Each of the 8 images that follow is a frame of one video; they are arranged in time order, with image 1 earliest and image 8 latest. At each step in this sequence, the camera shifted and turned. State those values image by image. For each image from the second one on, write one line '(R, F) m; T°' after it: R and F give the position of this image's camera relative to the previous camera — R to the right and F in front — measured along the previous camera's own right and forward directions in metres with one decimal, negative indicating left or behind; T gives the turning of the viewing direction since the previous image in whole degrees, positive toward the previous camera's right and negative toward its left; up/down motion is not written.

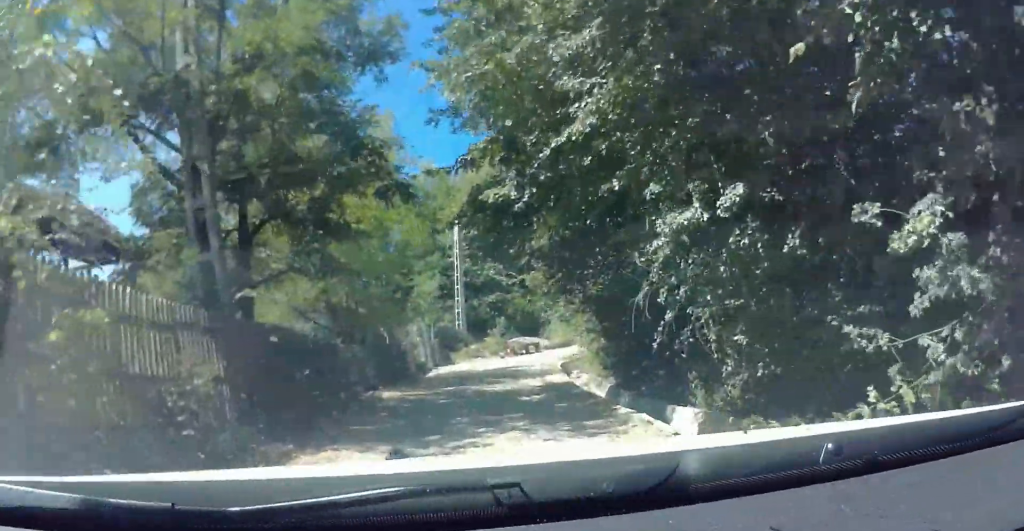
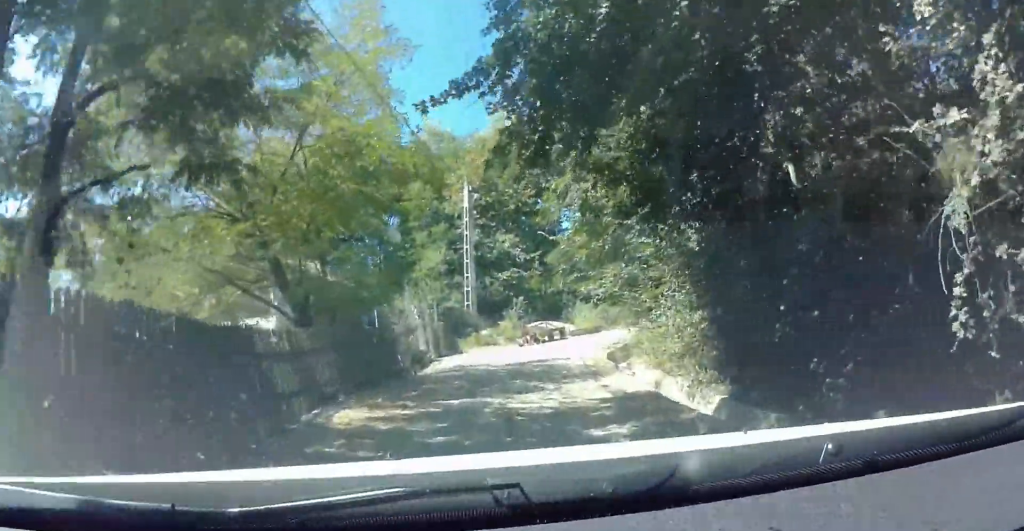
(-1.2, +6.4) m; -13°
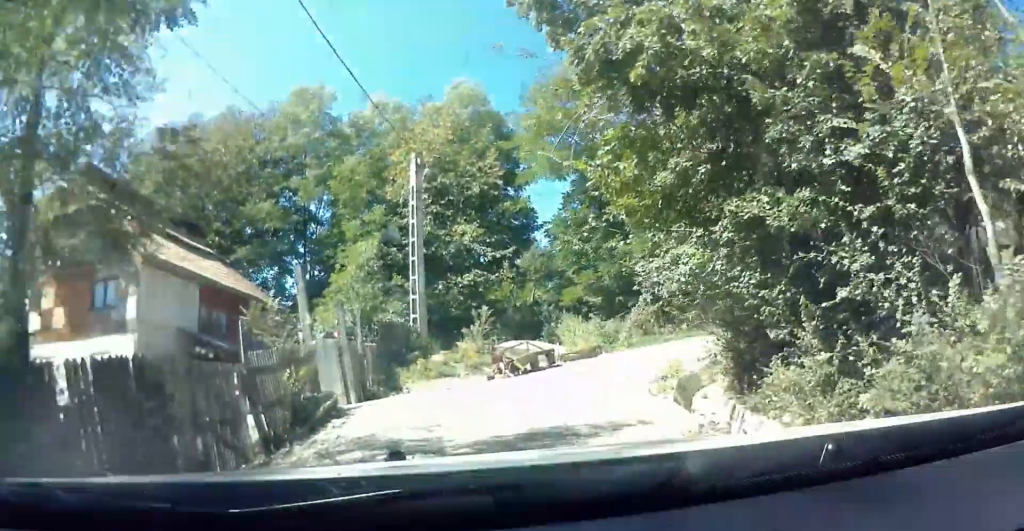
(0.0, +10.2) m; +4°
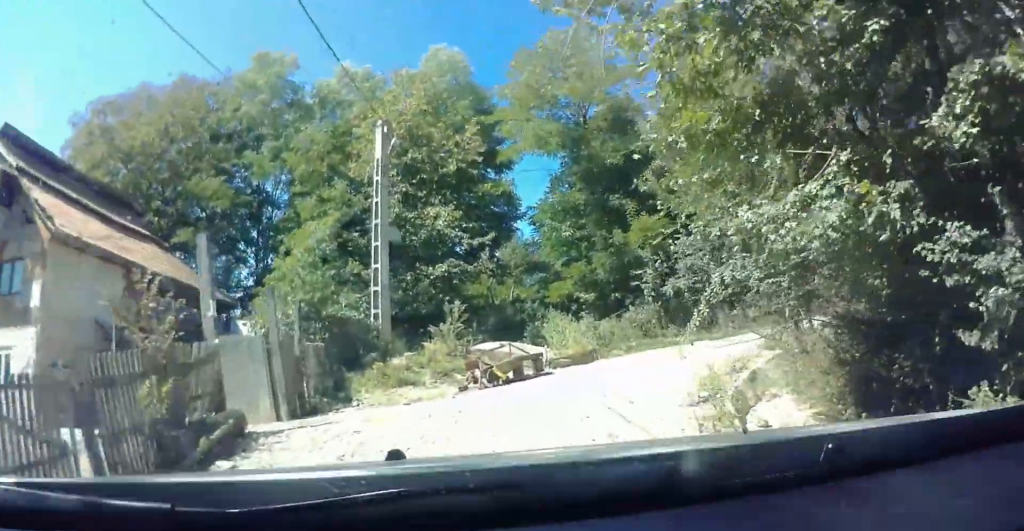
(+0.4, +4.1) m; +1°
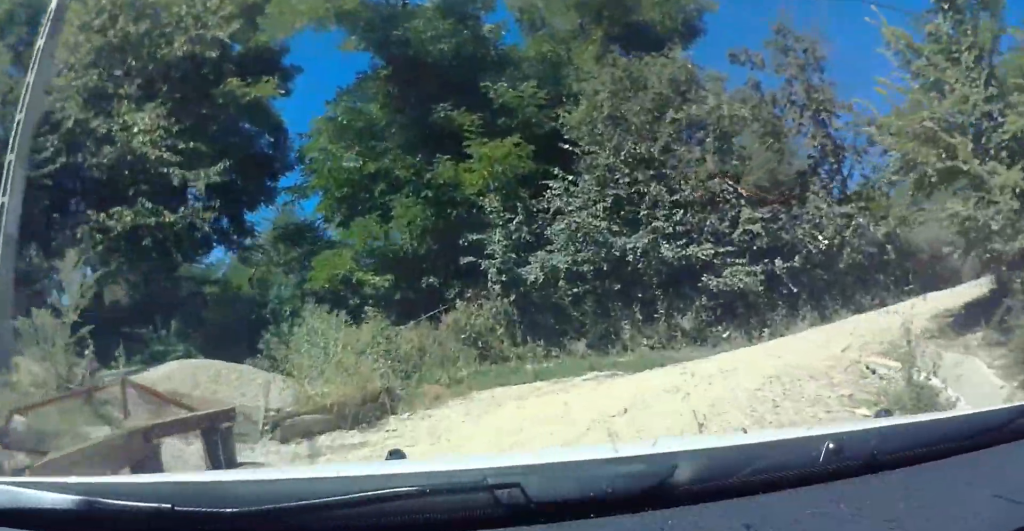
(+1.8, +11.8) m; +29°
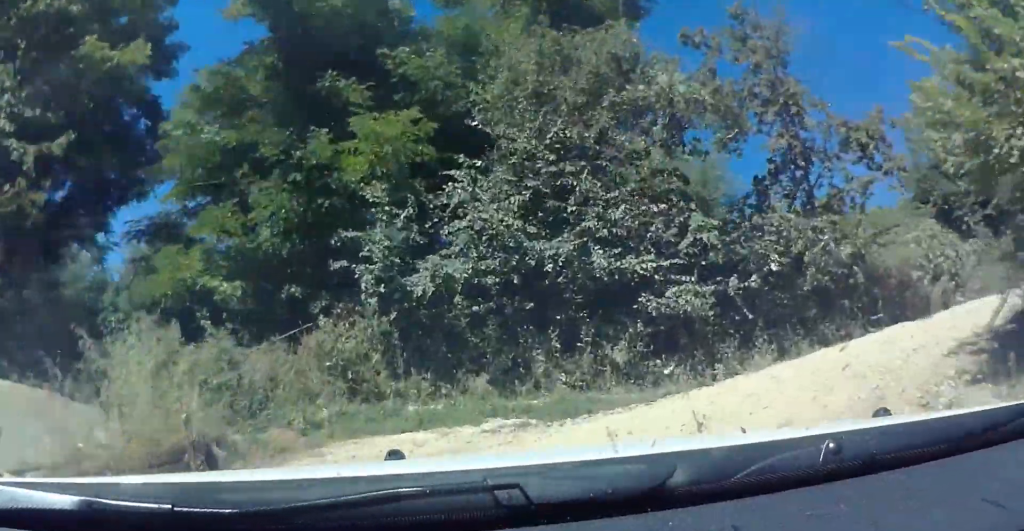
(+0.4, +2.9) m; +8°
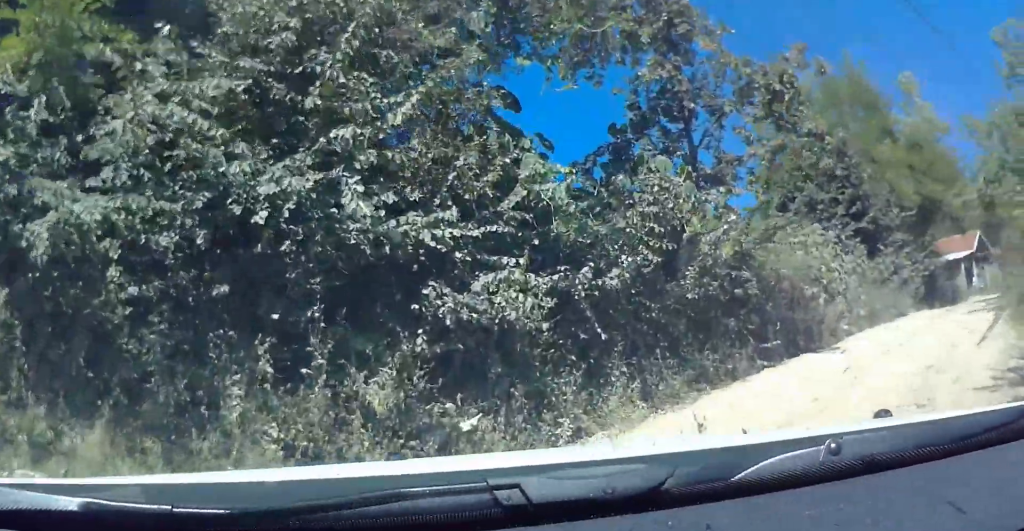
(+0.5, +4.4) m; +11°
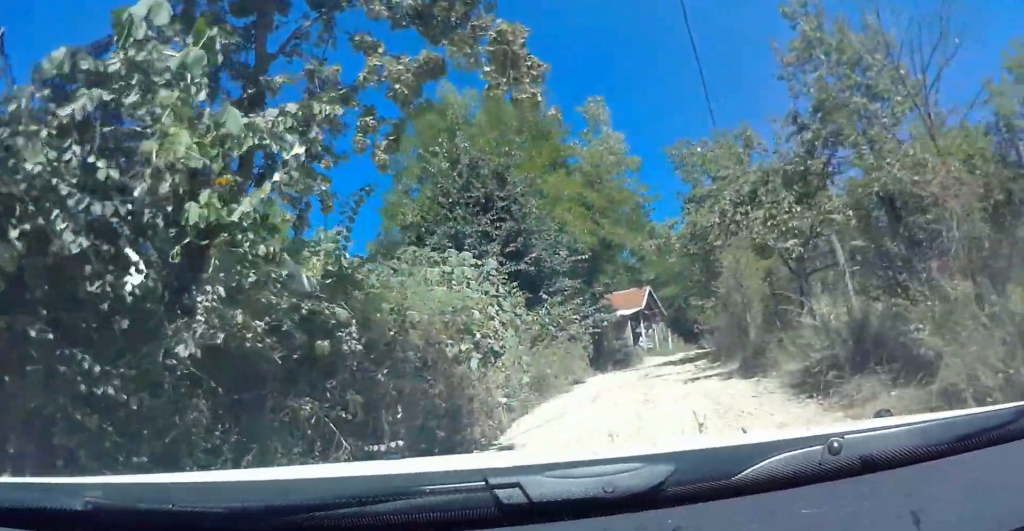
(+0.4, +4.4) m; +16°
